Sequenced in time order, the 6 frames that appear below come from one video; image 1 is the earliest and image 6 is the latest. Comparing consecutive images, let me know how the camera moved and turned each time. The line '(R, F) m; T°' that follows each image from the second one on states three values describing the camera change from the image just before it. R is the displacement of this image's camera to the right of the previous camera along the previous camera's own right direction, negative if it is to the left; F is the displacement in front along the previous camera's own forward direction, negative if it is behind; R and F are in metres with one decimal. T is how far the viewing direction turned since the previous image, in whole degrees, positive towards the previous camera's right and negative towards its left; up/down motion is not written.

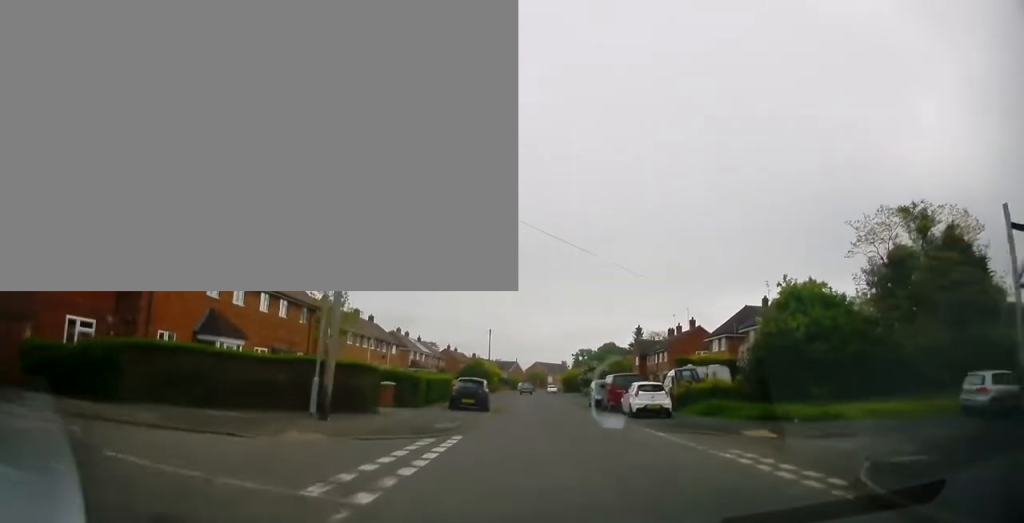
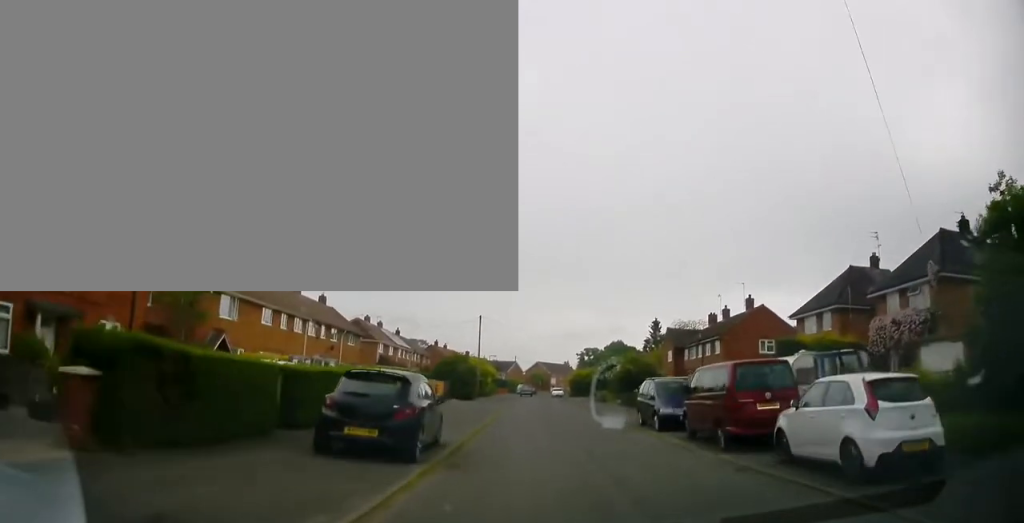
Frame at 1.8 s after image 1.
(+0.4, +17.3) m; -1°
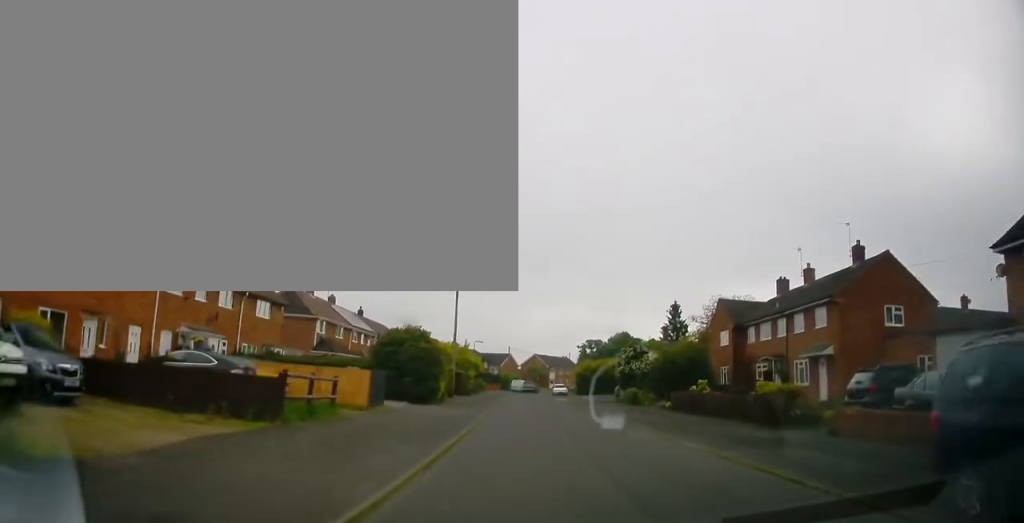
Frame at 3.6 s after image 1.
(-0.4, +17.4) m; -1°
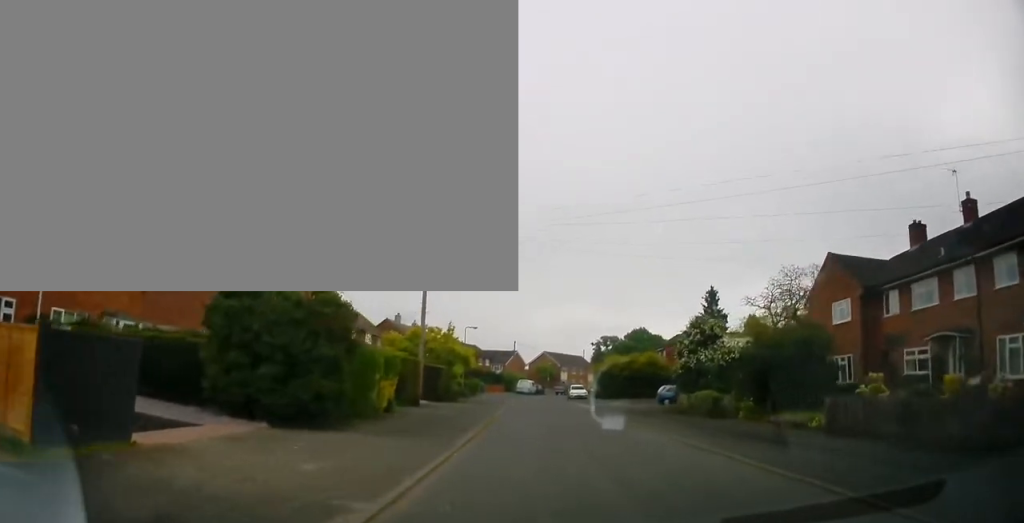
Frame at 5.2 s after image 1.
(0.0, +15.7) m; 0°
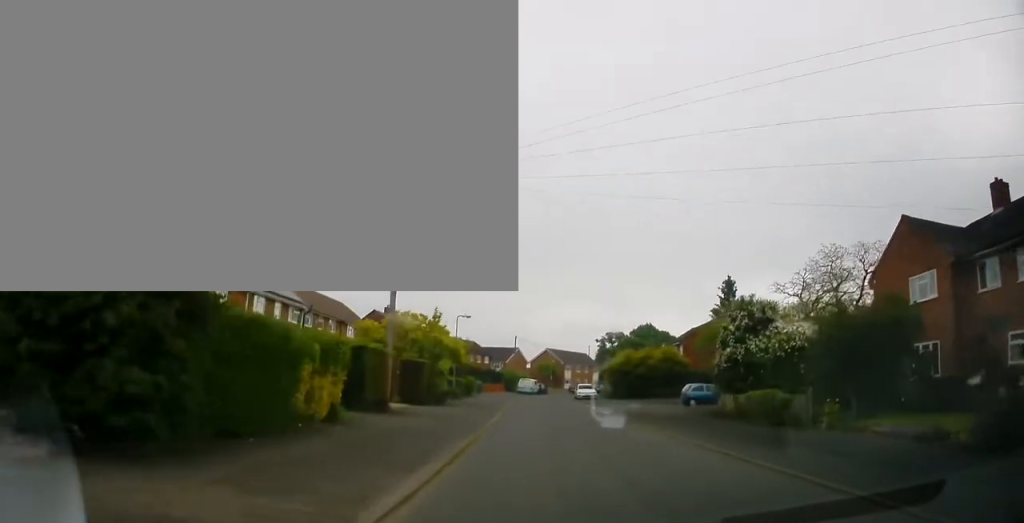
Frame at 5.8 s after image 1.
(0.0, +6.4) m; 0°
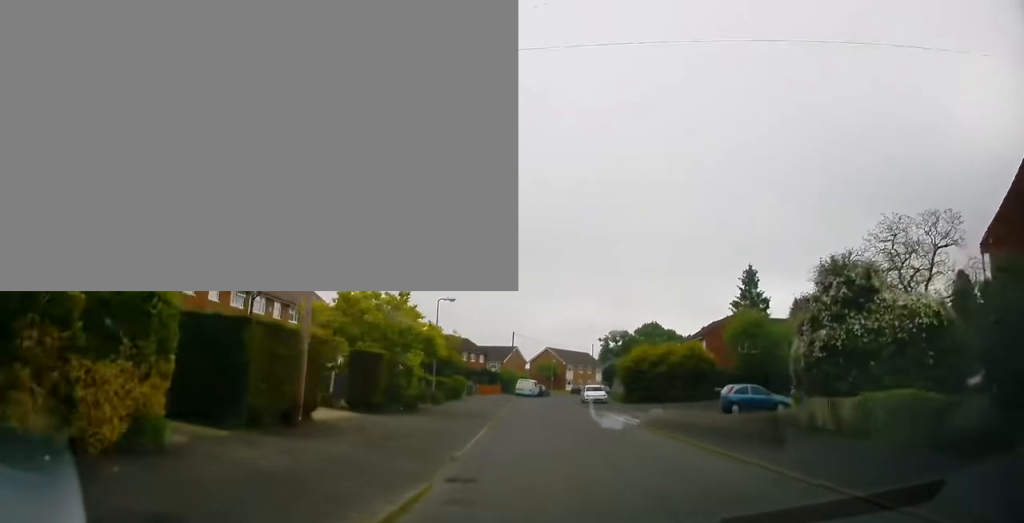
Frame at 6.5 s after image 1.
(0.0, +7.4) m; 0°
